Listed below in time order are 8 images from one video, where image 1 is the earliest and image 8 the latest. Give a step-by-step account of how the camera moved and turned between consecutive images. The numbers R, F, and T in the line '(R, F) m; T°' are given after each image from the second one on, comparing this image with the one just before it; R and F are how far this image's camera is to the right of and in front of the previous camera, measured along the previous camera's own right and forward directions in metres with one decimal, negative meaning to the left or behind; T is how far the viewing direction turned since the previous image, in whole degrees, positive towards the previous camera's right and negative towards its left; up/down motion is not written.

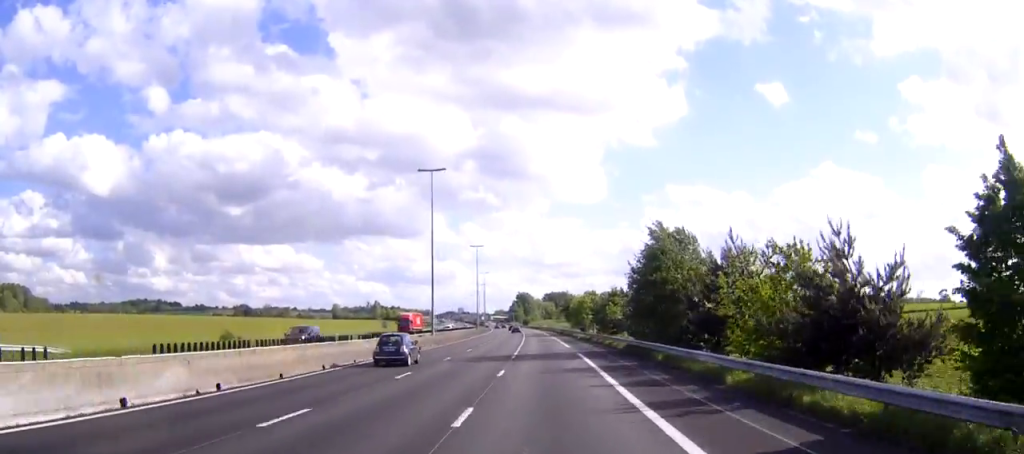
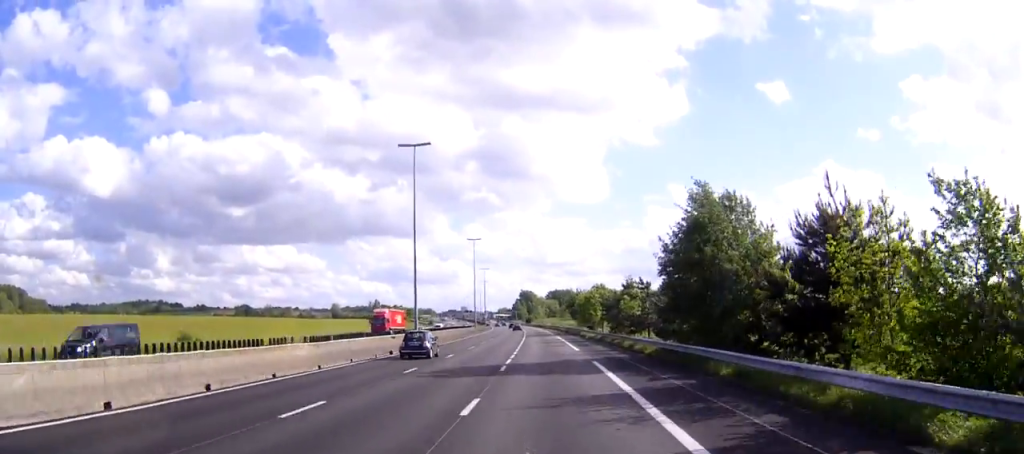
(0.0, +11.7) m; 0°
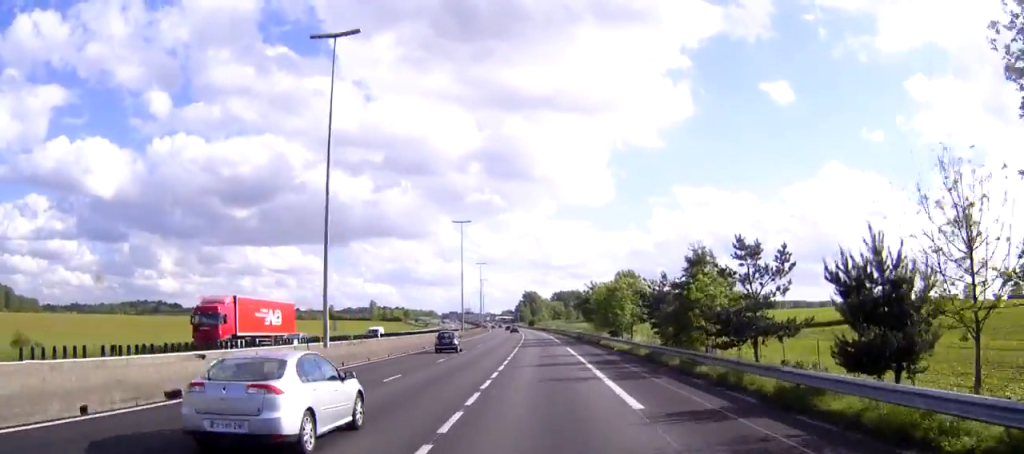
(-0.1, +28.1) m; 0°
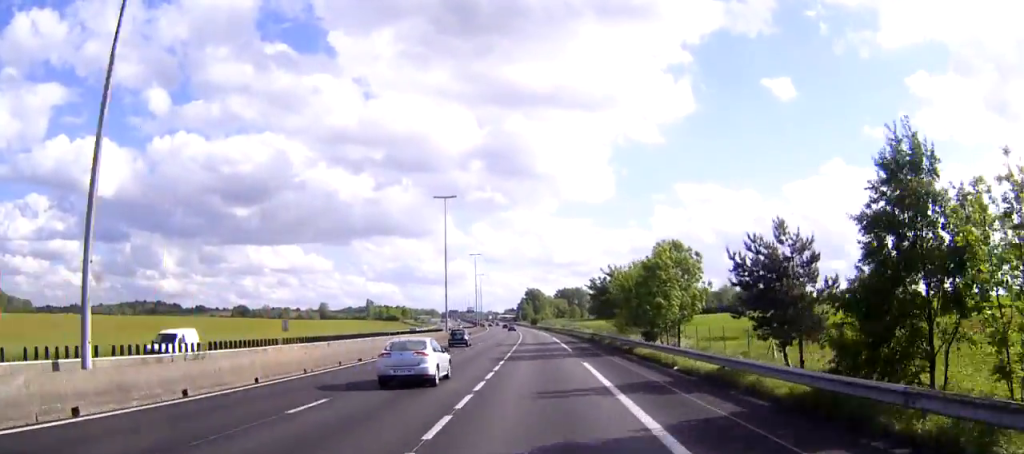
(-0.1, +21.9) m; 0°
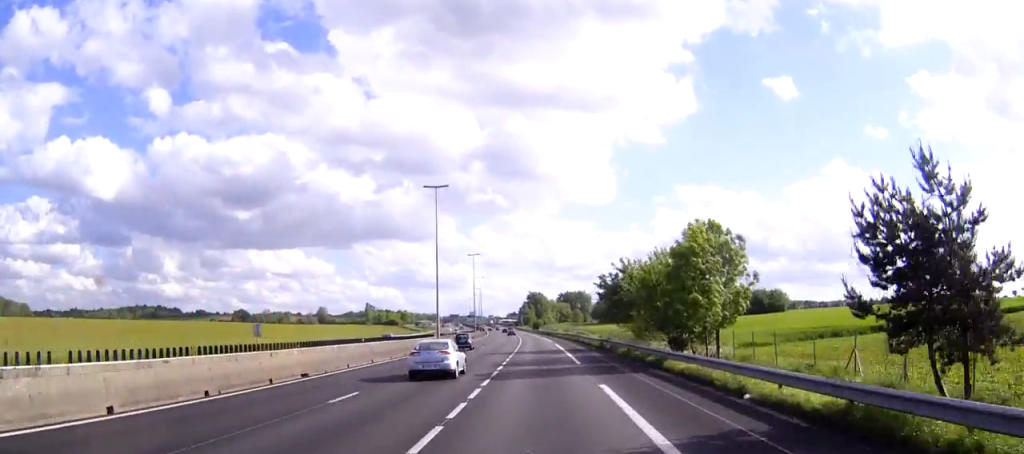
(0.0, +9.4) m; 0°
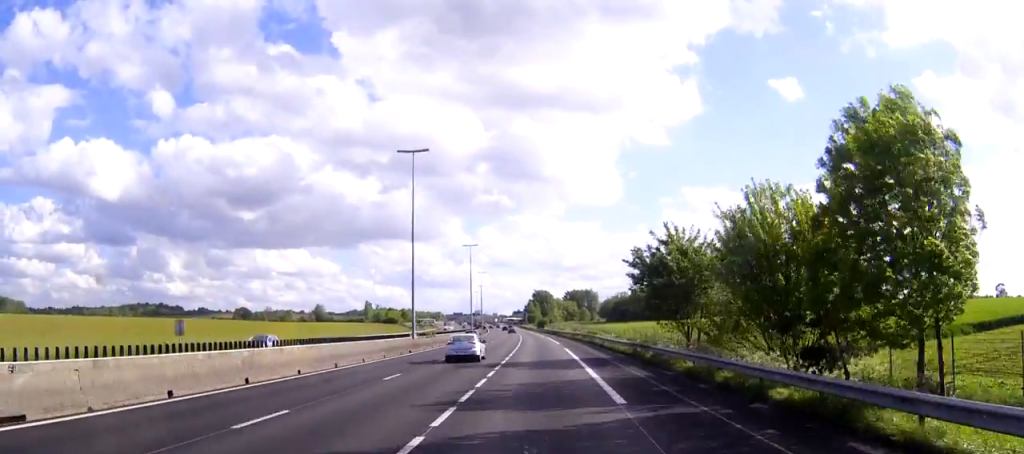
(-0.1, +18.9) m; 0°
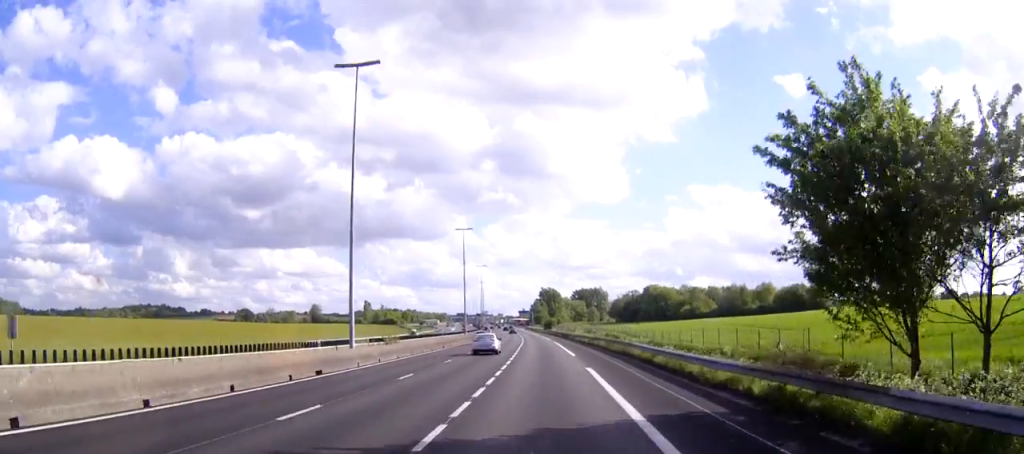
(-0.1, +23.6) m; 0°
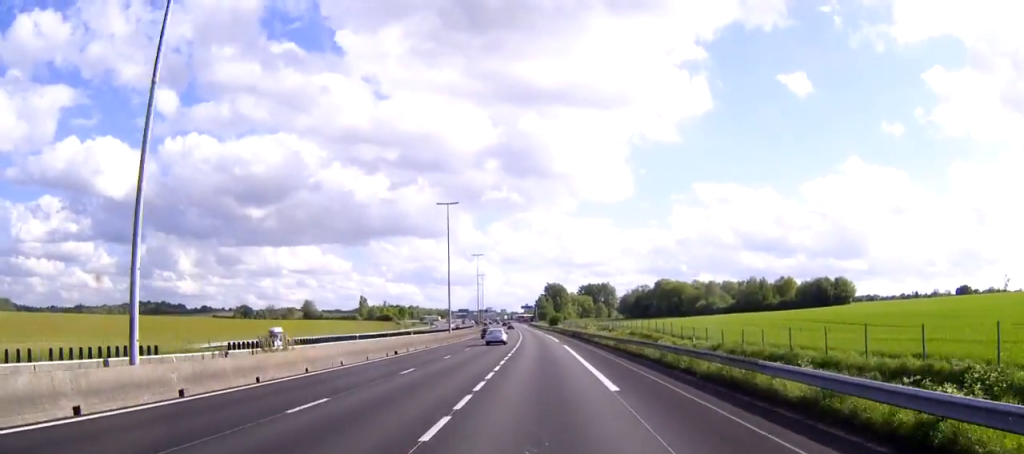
(-0.1, +25.1) m; -1°
